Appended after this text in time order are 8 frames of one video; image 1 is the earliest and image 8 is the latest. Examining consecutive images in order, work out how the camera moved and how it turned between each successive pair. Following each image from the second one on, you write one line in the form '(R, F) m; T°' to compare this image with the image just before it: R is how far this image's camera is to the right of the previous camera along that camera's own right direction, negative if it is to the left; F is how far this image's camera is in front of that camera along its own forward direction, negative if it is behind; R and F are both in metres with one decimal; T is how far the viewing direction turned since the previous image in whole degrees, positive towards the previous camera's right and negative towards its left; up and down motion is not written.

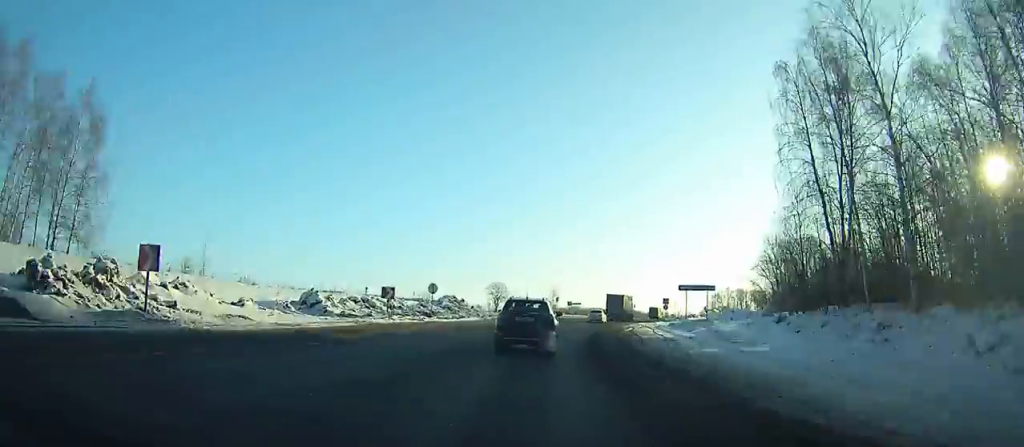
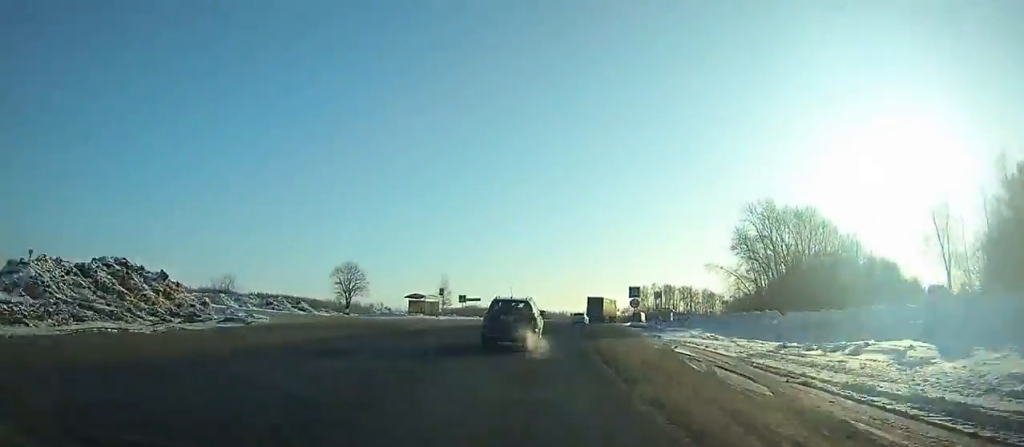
(+4.3, +46.3) m; +9°
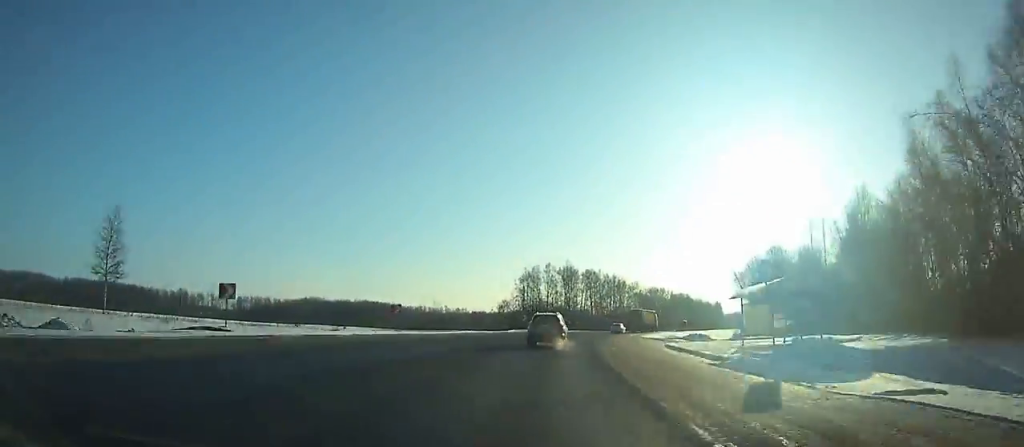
(+12.4, +90.2) m; +16°
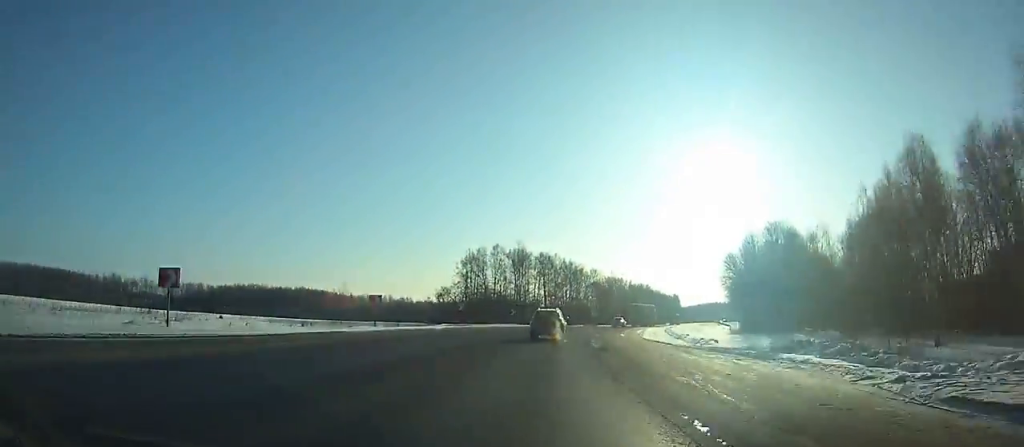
(0.0, +24.9) m; +5°
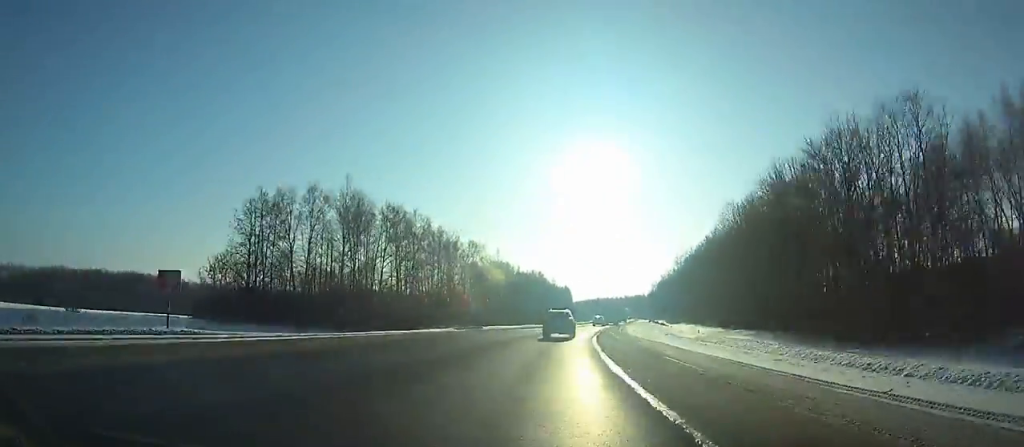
(+5.7, +58.6) m; +11°
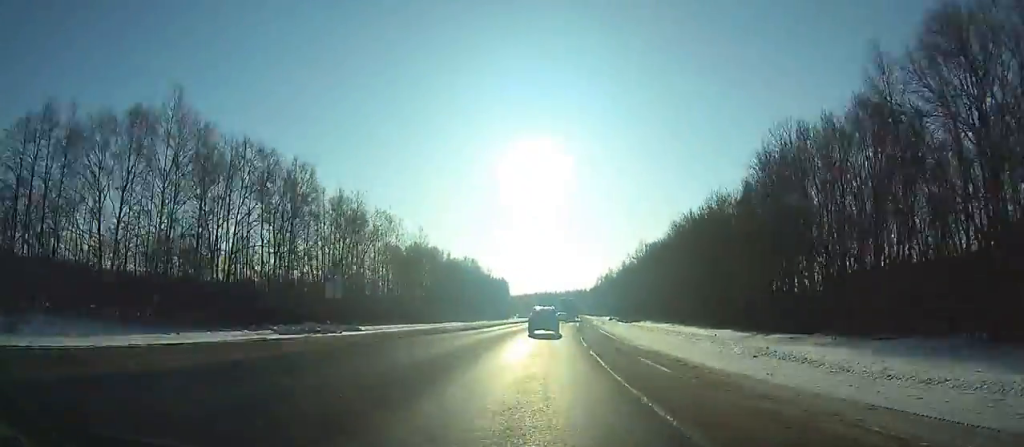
(+2.2, +30.2) m; +4°
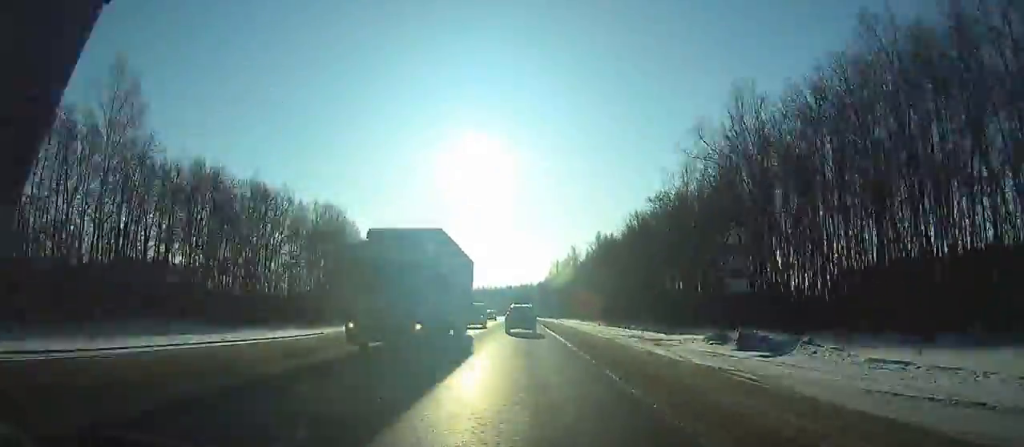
(+6.4, +87.9) m; +6°
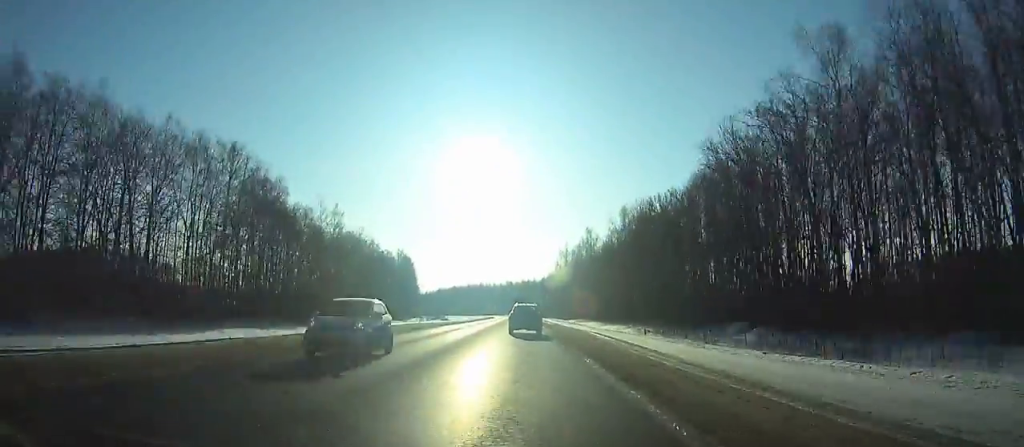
(+0.3, +36.8) m; 0°
